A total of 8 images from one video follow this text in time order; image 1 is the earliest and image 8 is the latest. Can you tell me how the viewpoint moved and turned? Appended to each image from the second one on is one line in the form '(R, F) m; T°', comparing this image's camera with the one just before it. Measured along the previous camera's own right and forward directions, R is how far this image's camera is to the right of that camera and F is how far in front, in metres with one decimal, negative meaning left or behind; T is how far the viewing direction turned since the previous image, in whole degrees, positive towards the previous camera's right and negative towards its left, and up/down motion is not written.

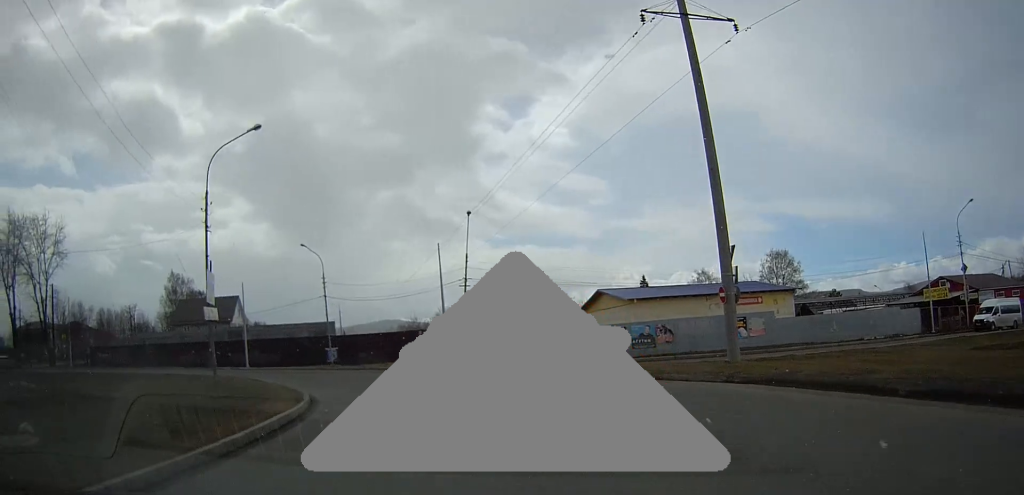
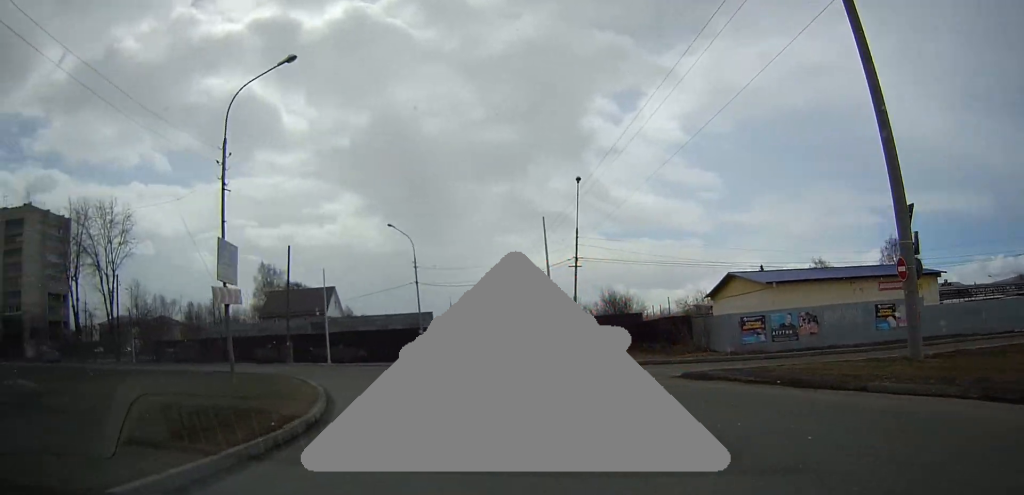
(-0.7, +6.5) m; -10°
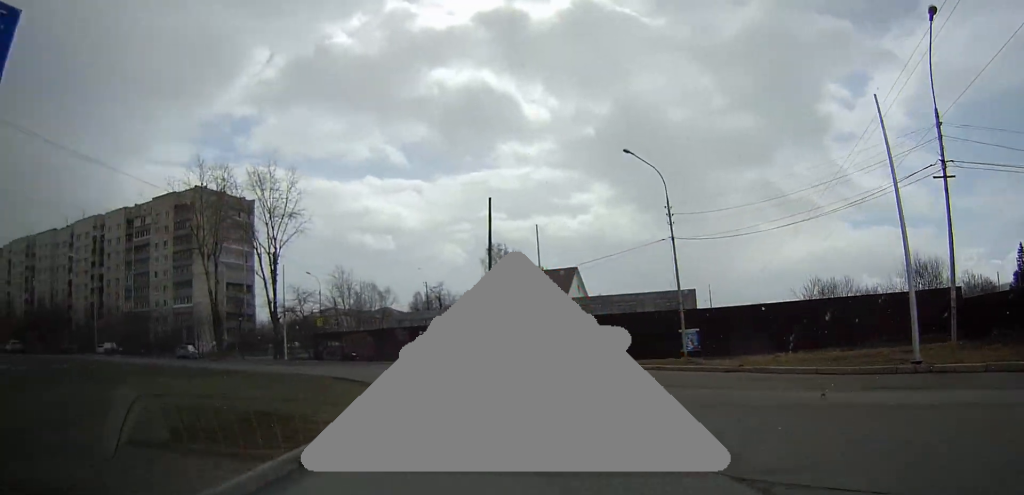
(-3.1, +16.3) m; -22°
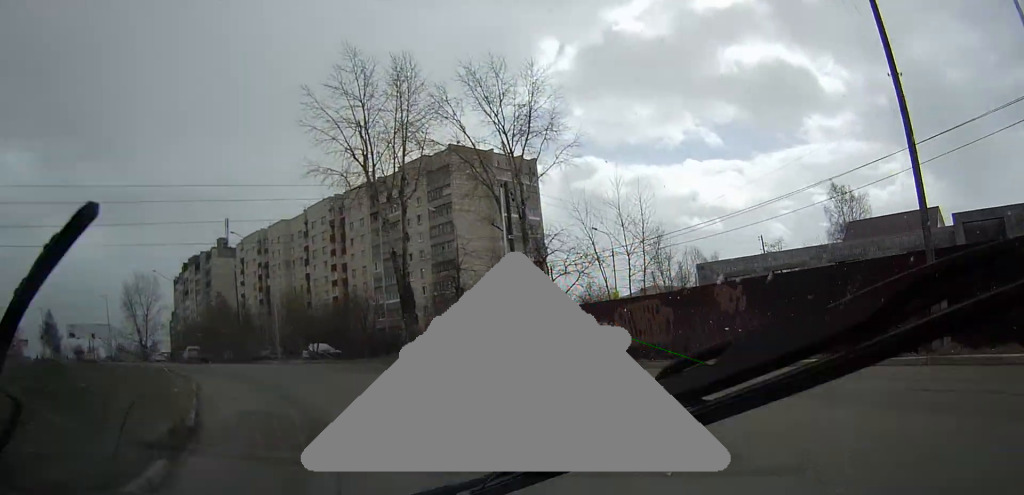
(-6.0, +24.3) m; -29°
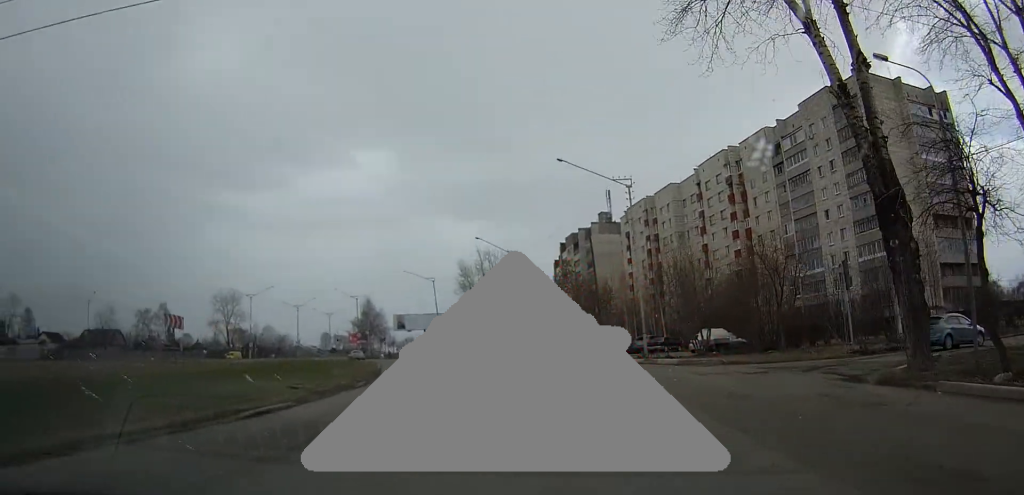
(-6.2, +22.7) m; -32°
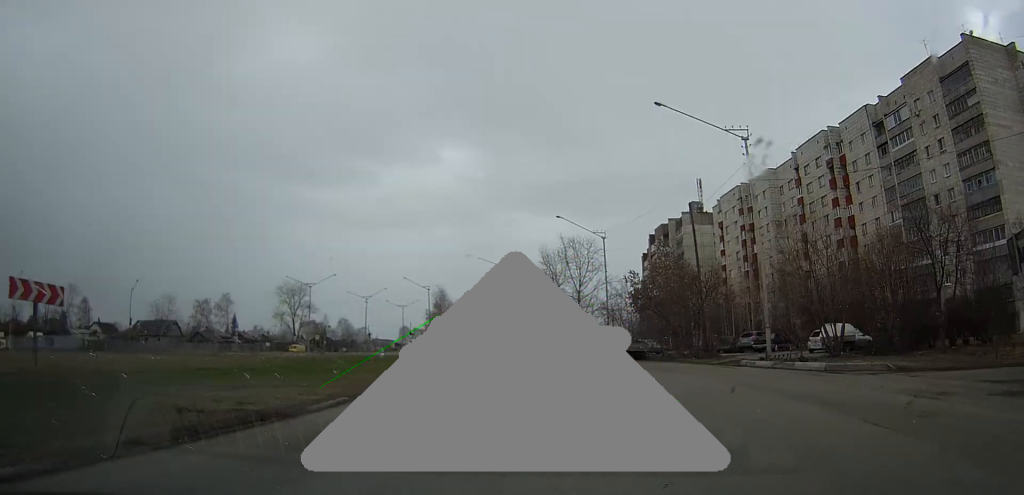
(-1.3, +9.4) m; -9°
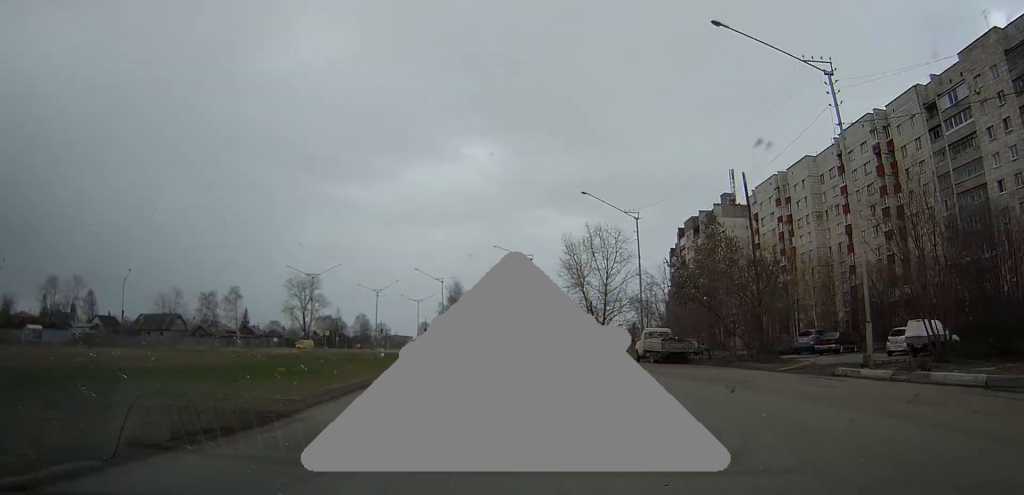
(-0.5, +8.5) m; -7°
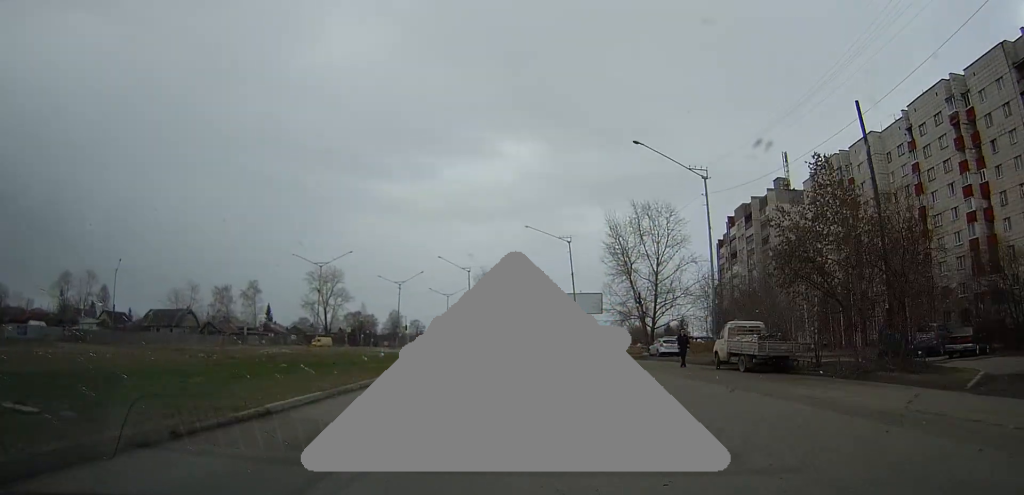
(-0.8, +12.3) m; -4°
